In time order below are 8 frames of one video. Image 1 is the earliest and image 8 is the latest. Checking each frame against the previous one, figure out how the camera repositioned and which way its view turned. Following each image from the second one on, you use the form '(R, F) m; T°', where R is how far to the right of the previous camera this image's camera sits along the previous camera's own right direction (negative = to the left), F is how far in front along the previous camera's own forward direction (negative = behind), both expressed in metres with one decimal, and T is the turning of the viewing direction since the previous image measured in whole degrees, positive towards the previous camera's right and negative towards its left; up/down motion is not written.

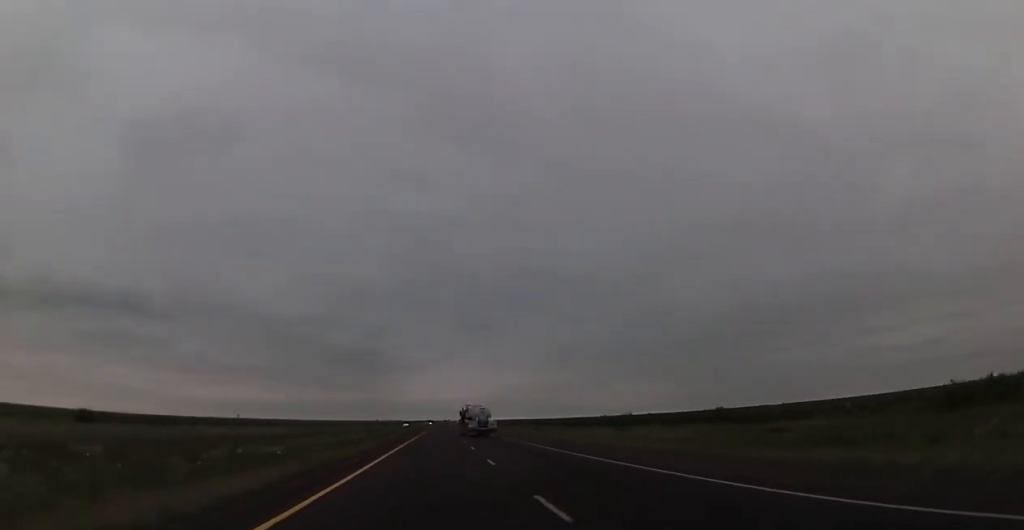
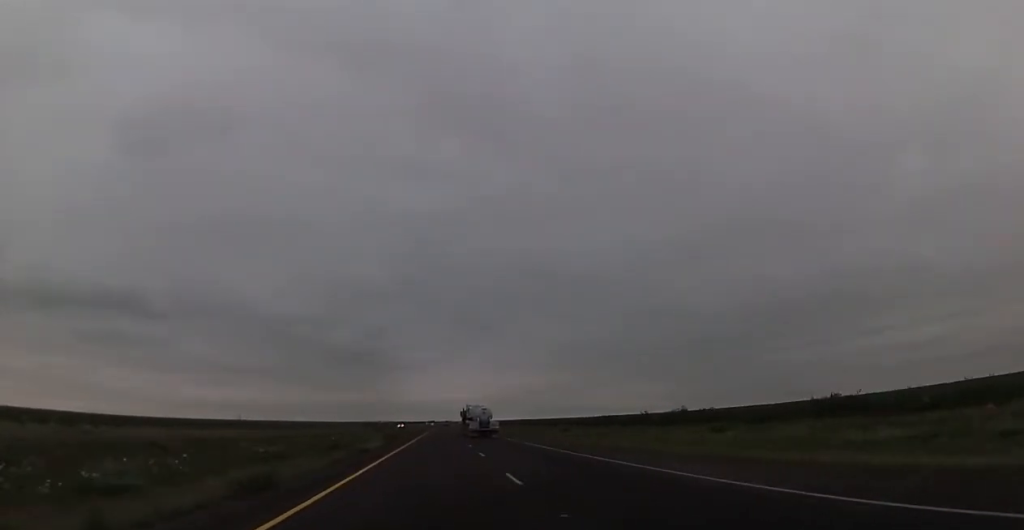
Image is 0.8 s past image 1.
(-0.1, +30.9) m; 0°
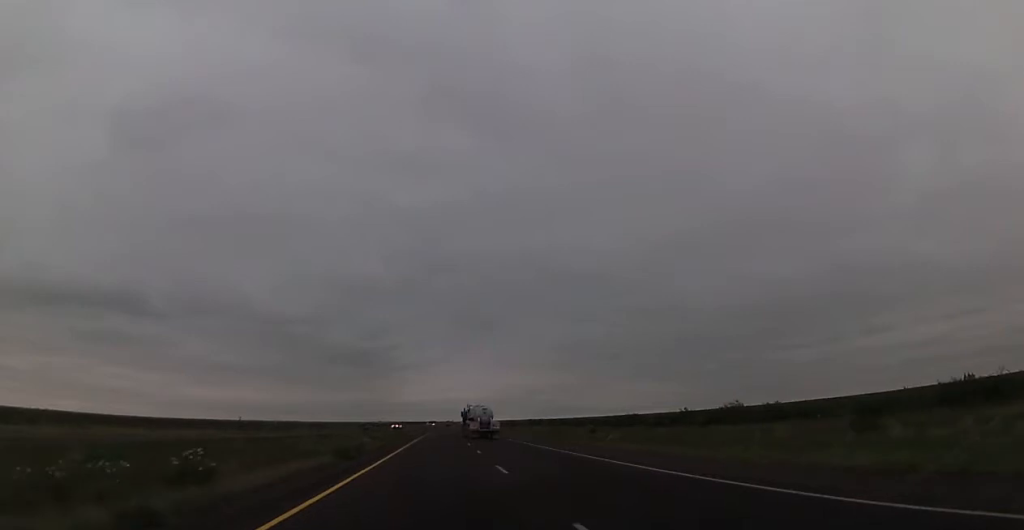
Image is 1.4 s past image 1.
(0.0, +21.0) m; 0°
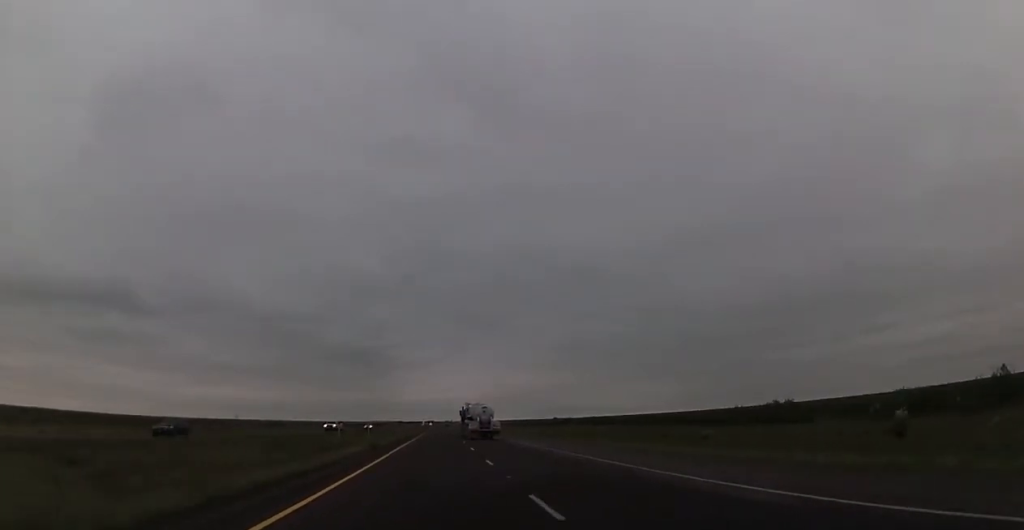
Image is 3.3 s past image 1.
(-0.2, +69.1) m; -1°
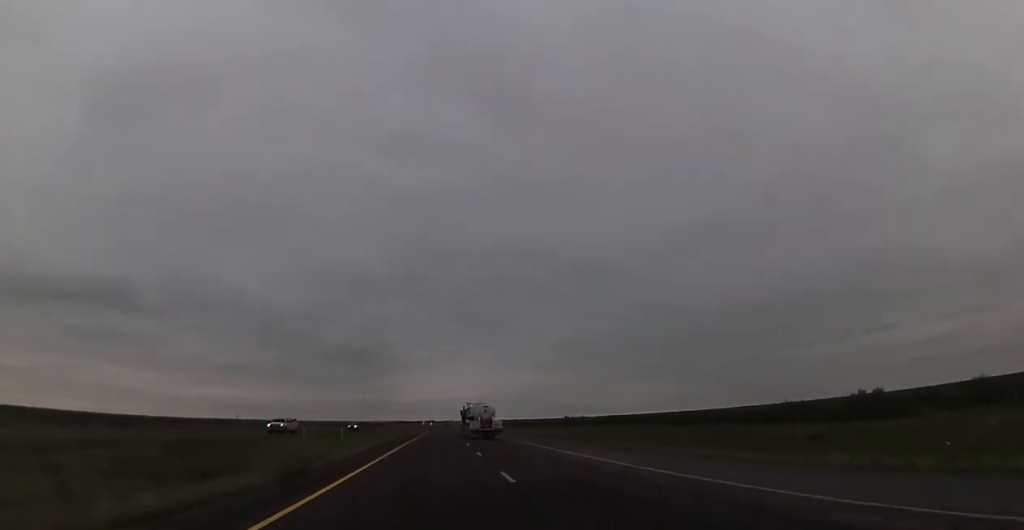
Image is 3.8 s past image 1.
(-0.3, +18.5) m; 0°
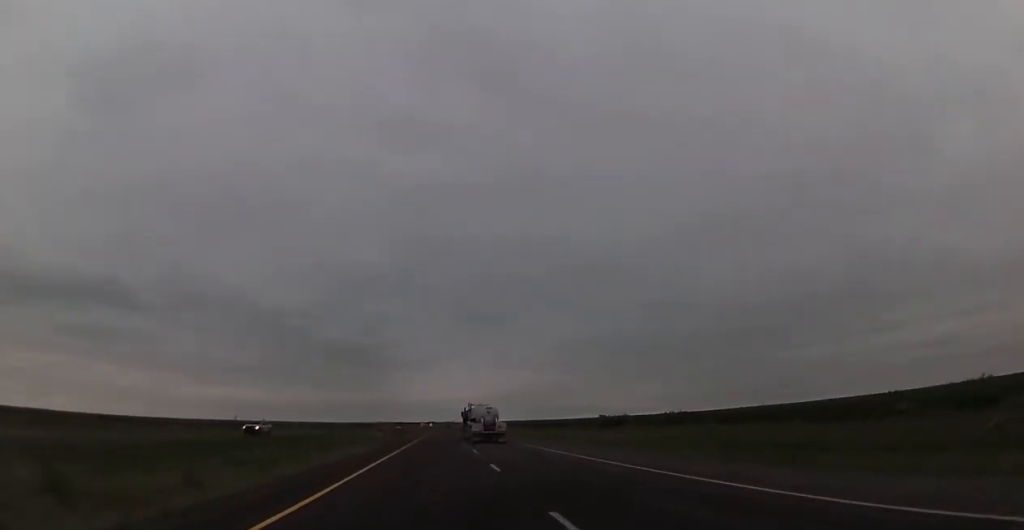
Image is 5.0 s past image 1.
(+0.2, +44.3) m; +1°
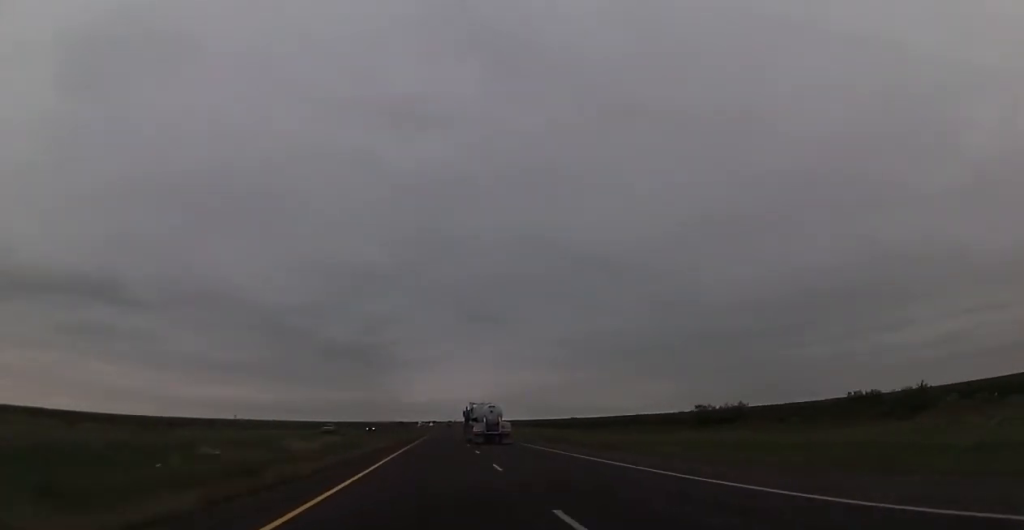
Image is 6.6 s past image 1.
(+0.2, +60.0) m; 0°
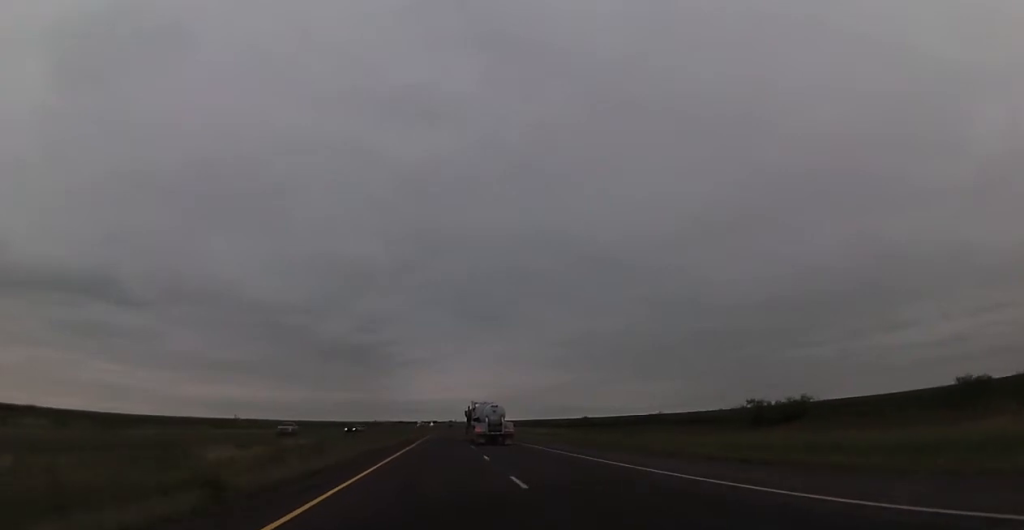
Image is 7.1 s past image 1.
(0.0, +17.1) m; 0°
